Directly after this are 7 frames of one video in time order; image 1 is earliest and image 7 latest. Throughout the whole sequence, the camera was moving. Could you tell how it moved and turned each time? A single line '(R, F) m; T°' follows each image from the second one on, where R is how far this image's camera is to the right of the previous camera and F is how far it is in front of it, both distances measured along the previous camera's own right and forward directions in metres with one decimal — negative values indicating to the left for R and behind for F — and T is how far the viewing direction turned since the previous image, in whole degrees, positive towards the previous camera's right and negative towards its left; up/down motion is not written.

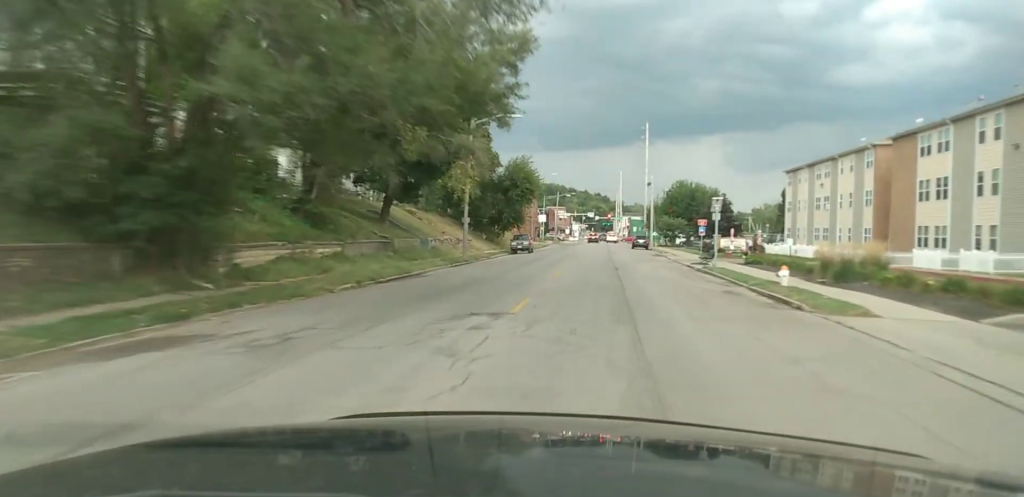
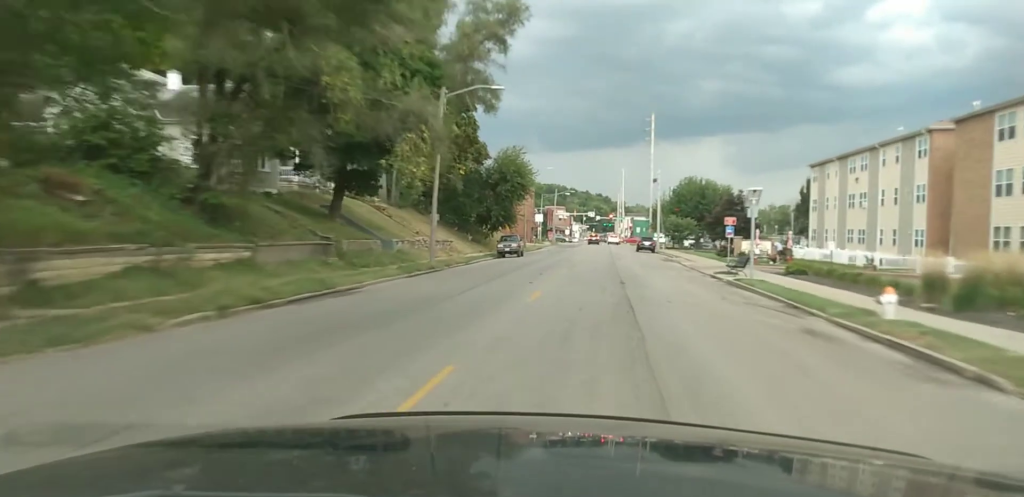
(-0.1, +9.9) m; -1°
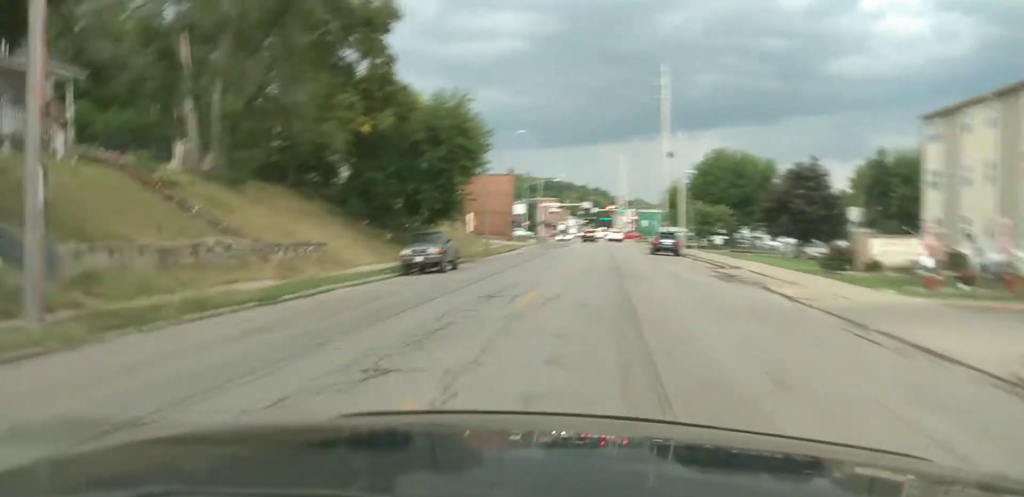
(-0.2, +27.8) m; +1°
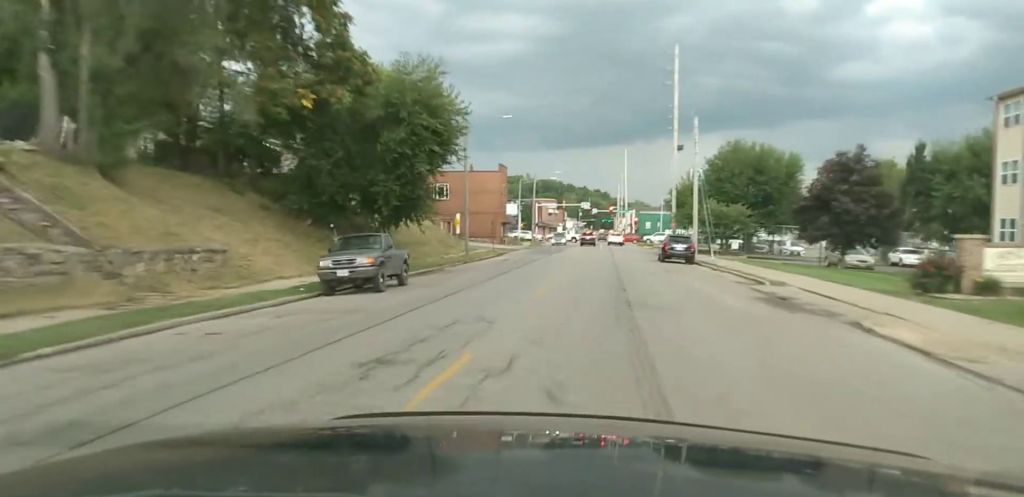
(+0.2, +8.5) m; 0°
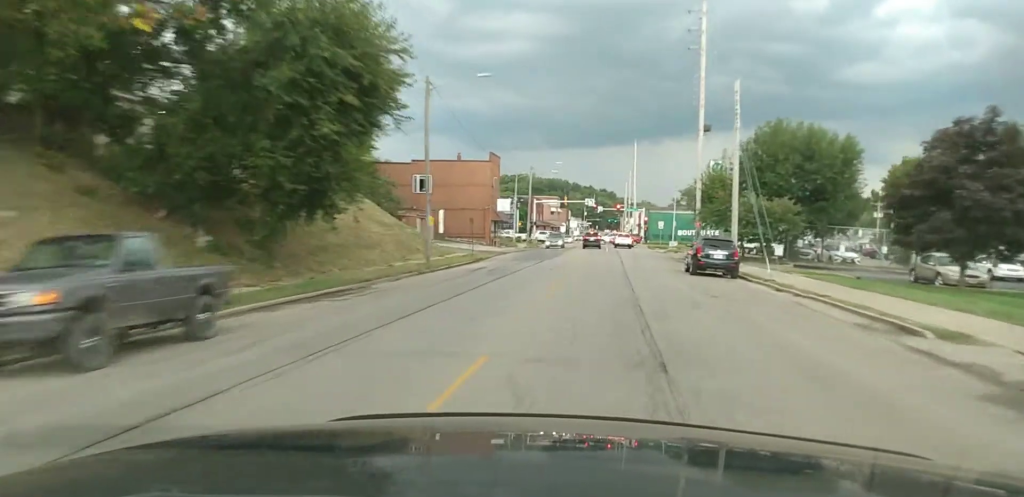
(-0.2, +13.3) m; -1°
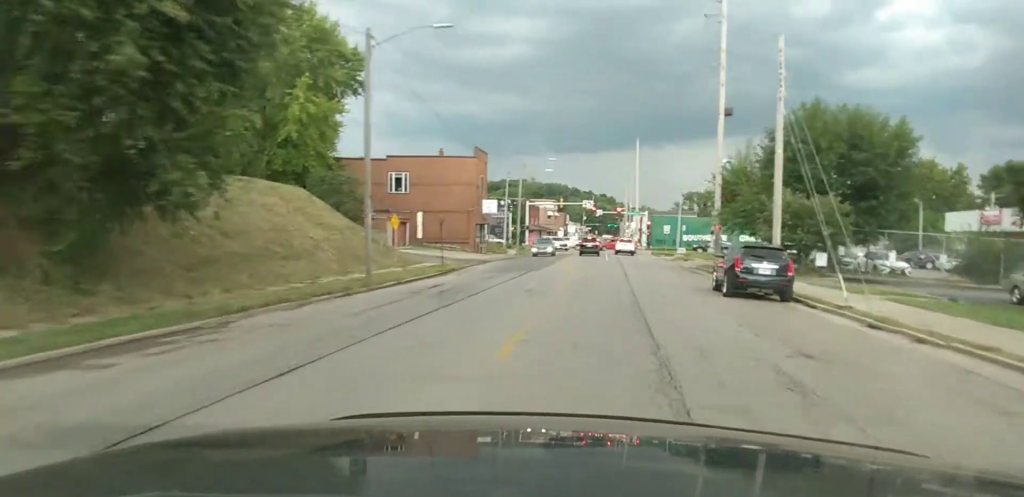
(0.0, +10.0) m; 0°
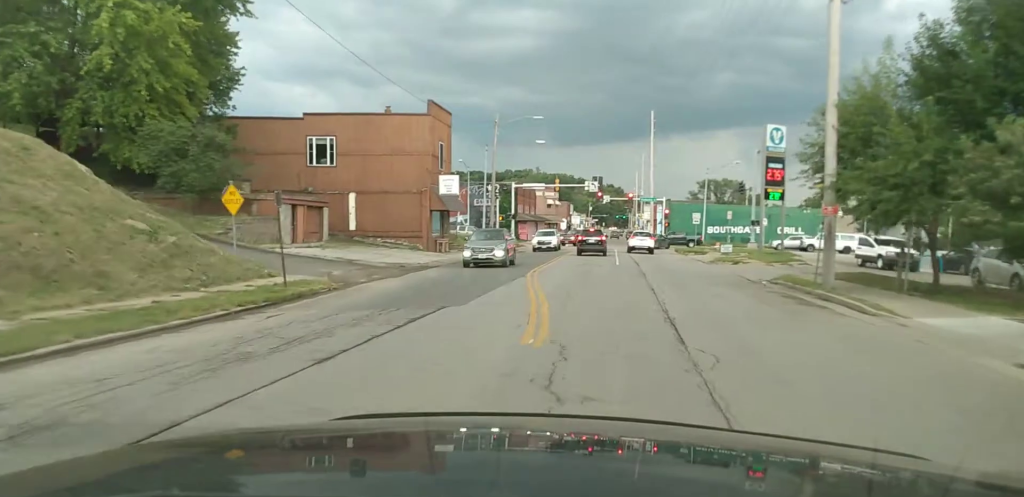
(+0.2, +21.1) m; +1°
